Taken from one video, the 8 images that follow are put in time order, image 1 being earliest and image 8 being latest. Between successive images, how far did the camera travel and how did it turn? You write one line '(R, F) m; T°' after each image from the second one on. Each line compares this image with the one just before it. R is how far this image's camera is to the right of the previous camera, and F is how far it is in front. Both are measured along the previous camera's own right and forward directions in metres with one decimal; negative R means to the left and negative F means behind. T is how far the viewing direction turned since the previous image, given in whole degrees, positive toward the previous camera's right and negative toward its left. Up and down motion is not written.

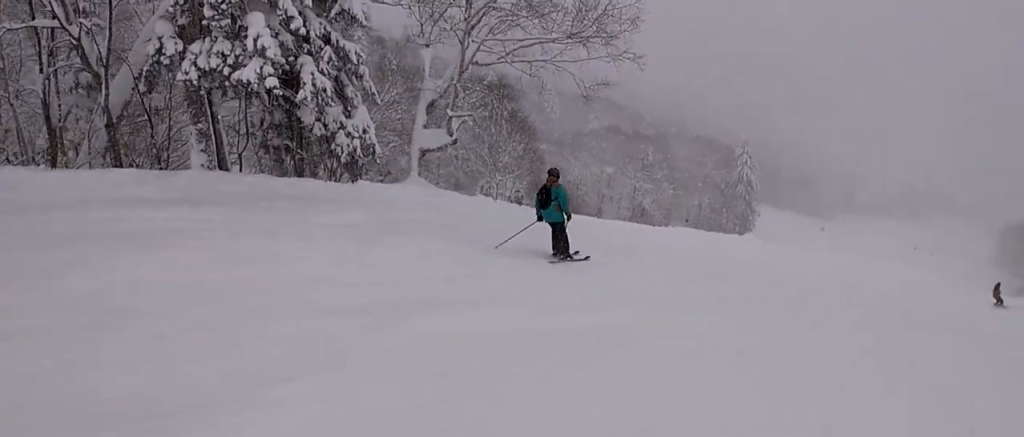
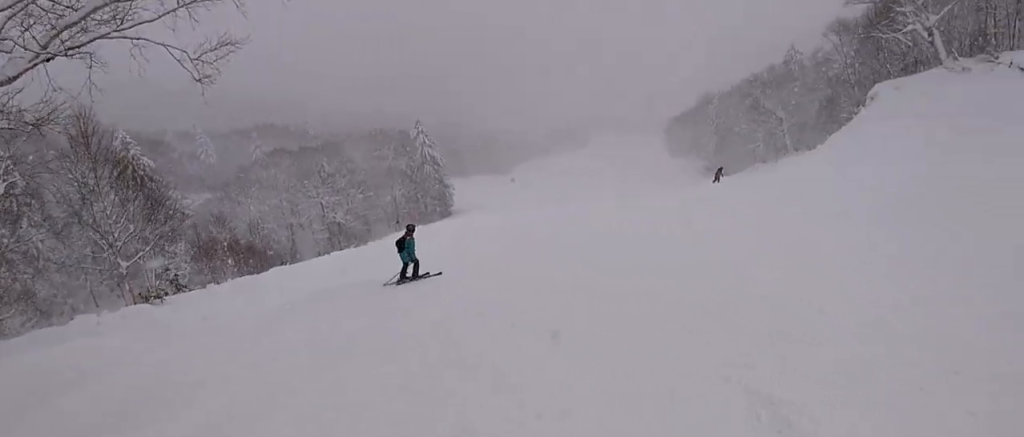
(+1.2, +8.4) m; +10°
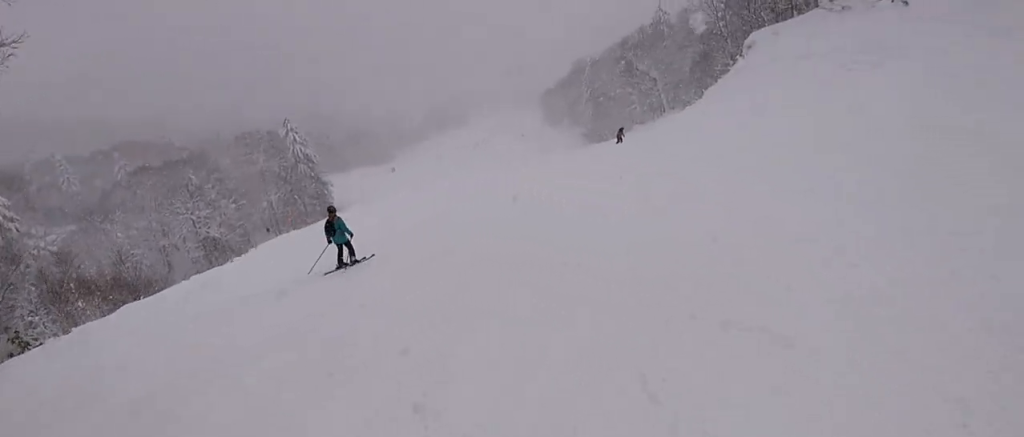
(0.0, +1.9) m; -1°
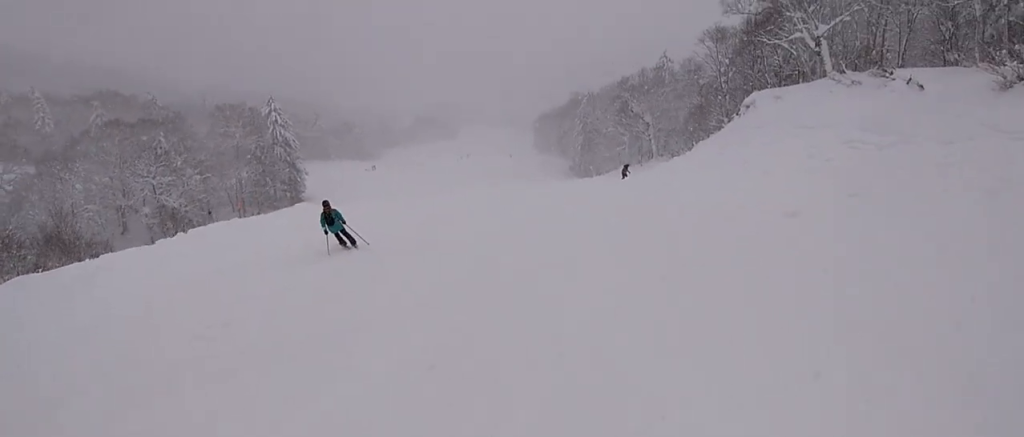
(0.0, +2.6) m; -1°
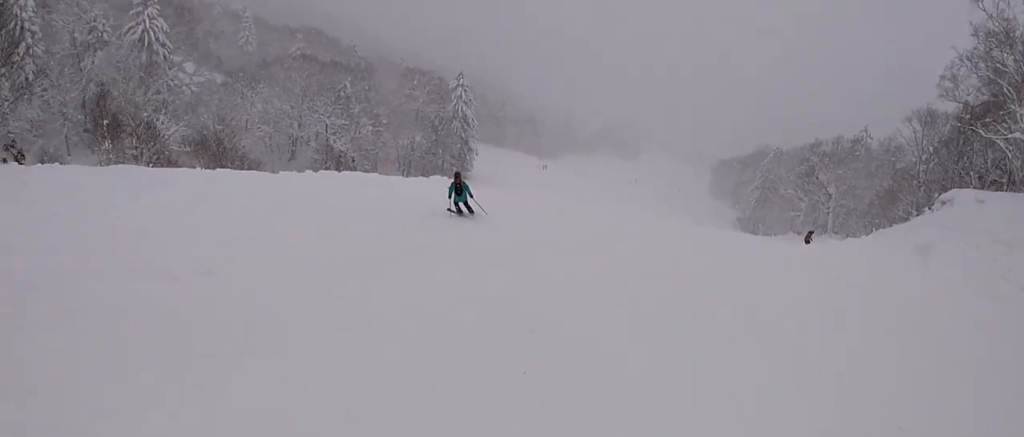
(0.0, +2.3) m; 0°
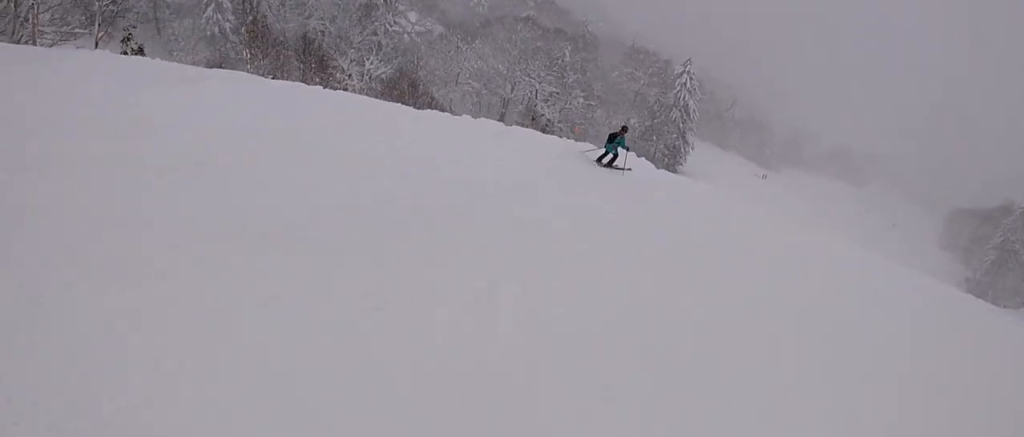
(0.0, +4.1) m; -1°
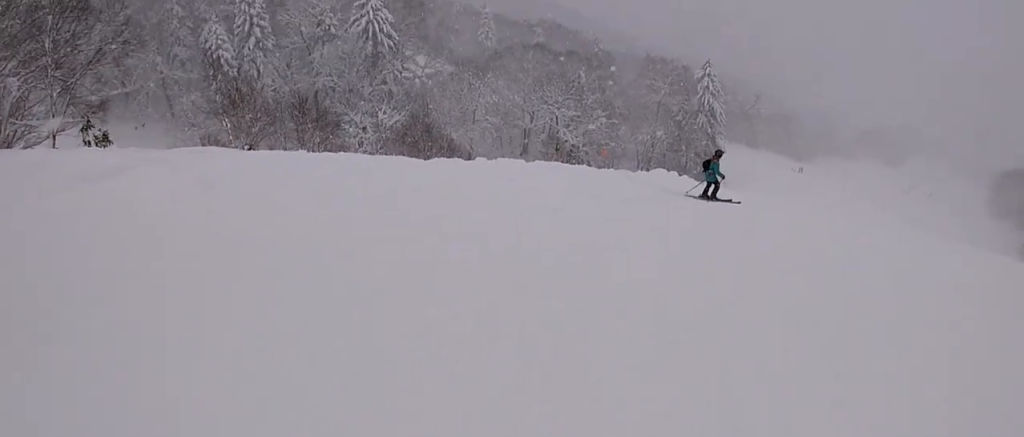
(0.0, +3.1) m; +2°
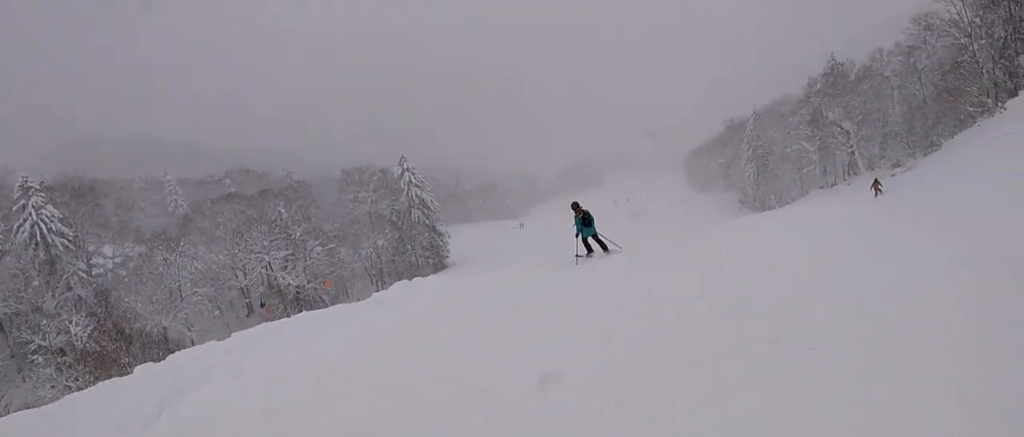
(+0.3, +5.5) m; +6°
